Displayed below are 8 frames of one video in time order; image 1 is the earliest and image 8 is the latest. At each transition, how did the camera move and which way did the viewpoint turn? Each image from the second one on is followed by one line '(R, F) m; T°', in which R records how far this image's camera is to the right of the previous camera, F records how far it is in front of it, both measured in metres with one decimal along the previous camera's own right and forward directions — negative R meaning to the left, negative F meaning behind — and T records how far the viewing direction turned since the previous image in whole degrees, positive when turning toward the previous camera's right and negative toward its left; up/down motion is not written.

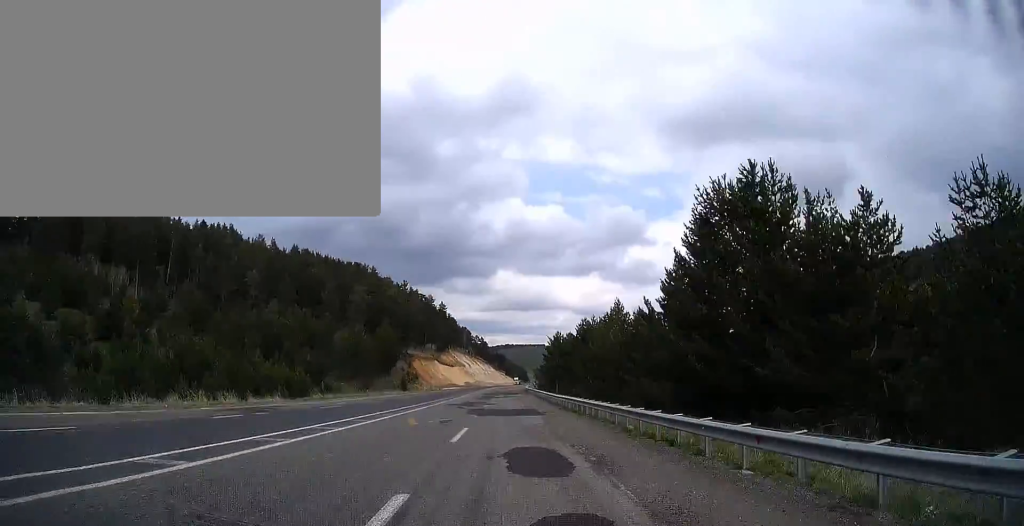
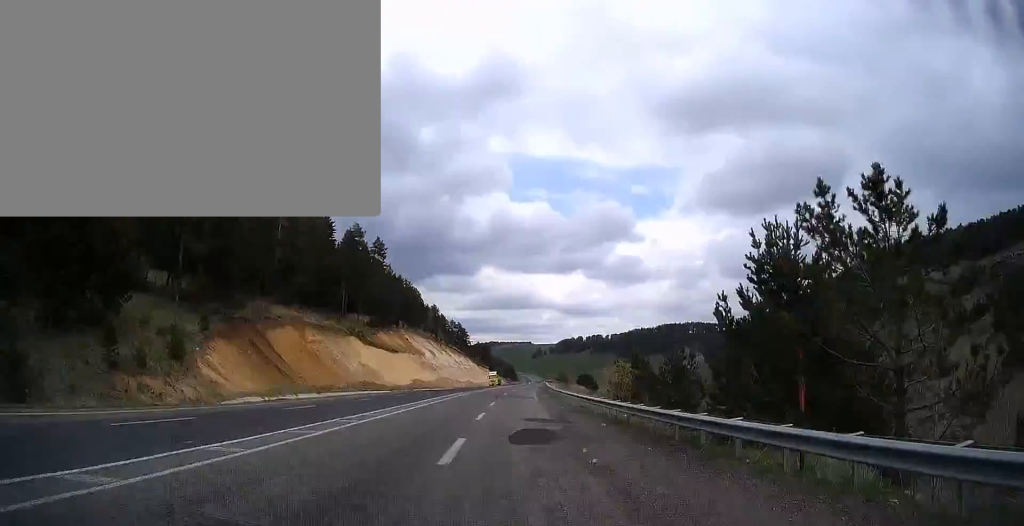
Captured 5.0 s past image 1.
(+0.3, +117.5) m; +2°
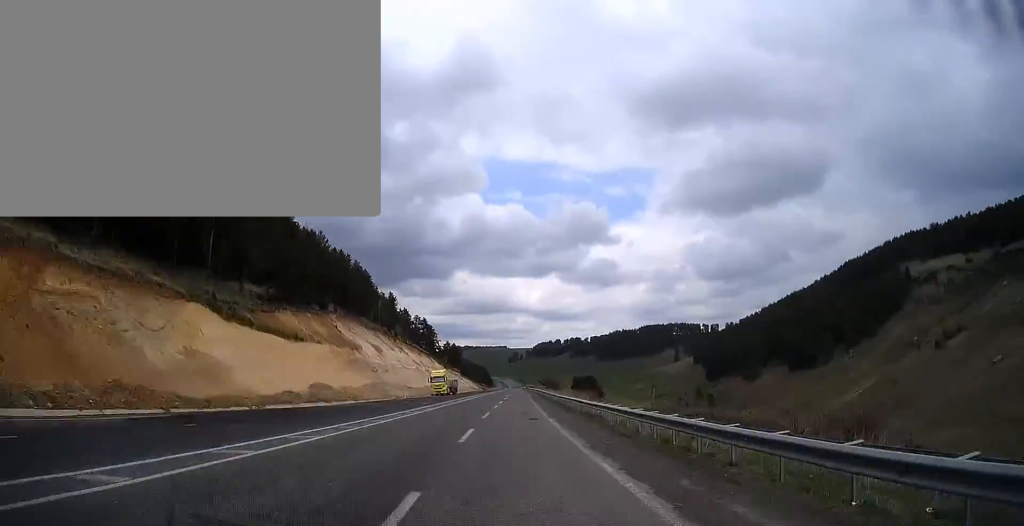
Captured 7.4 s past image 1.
(+1.9, +58.7) m; +1°
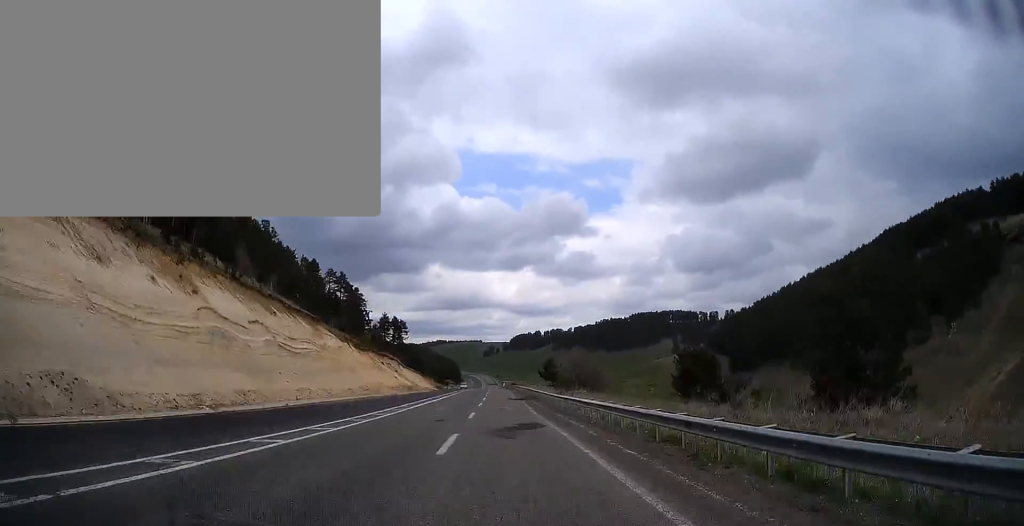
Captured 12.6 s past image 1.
(+2.4, +128.6) m; +1°
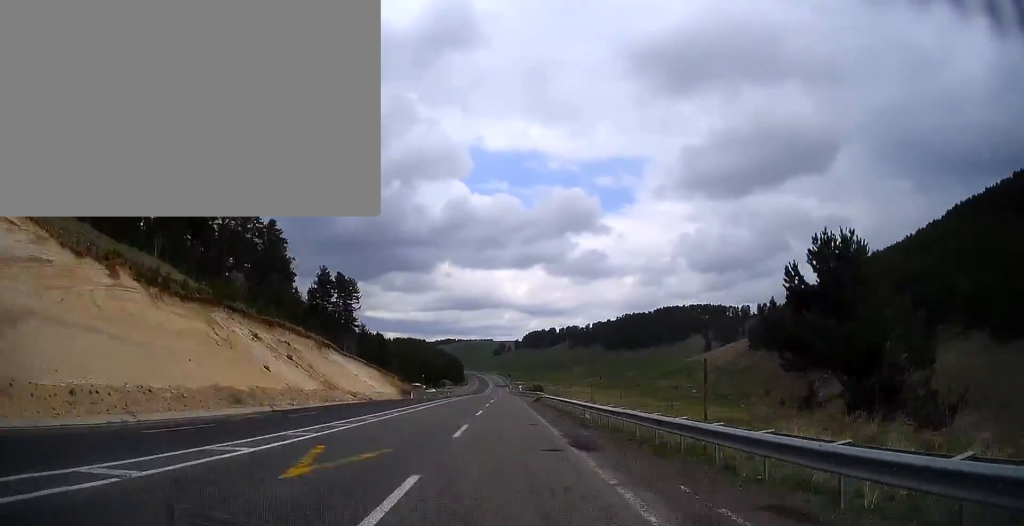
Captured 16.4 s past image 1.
(+0.2, +95.9) m; 0°
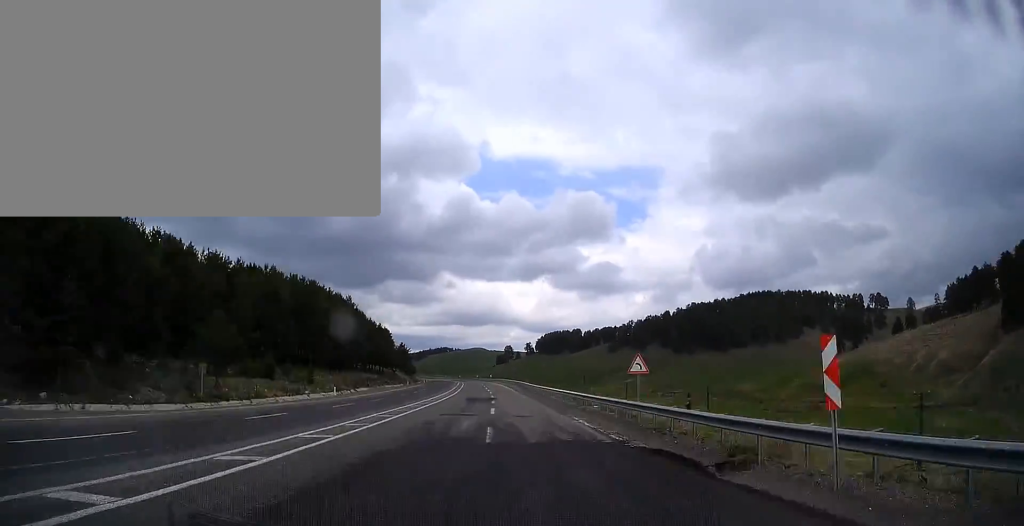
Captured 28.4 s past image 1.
(-3.3, +312.6) m; -2°
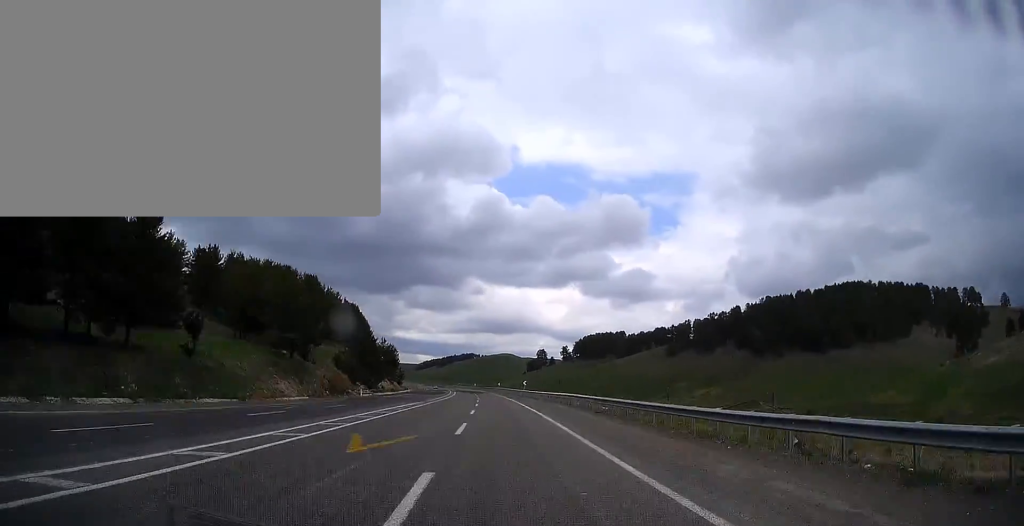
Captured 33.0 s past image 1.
(-3.0, +119.3) m; -3°
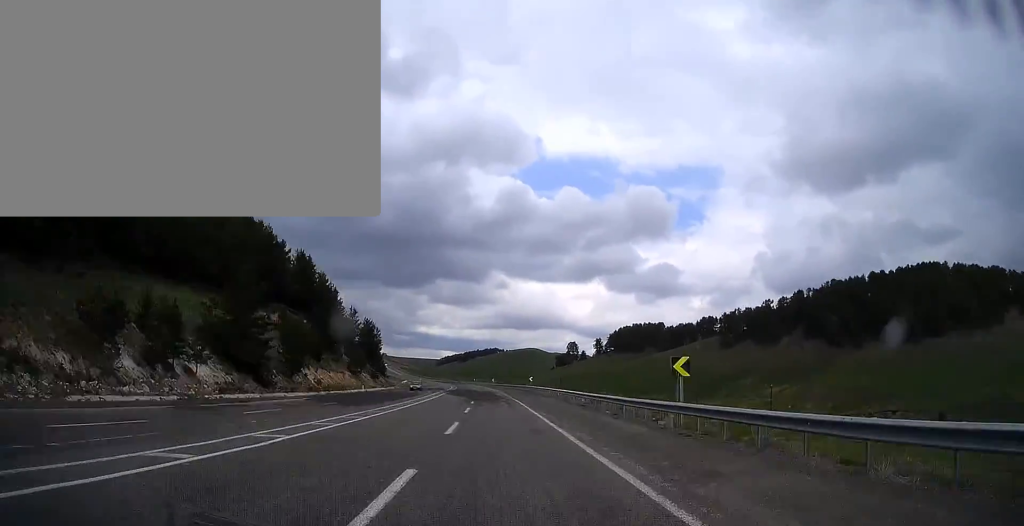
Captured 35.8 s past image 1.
(-0.9, +72.8) m; -2°
